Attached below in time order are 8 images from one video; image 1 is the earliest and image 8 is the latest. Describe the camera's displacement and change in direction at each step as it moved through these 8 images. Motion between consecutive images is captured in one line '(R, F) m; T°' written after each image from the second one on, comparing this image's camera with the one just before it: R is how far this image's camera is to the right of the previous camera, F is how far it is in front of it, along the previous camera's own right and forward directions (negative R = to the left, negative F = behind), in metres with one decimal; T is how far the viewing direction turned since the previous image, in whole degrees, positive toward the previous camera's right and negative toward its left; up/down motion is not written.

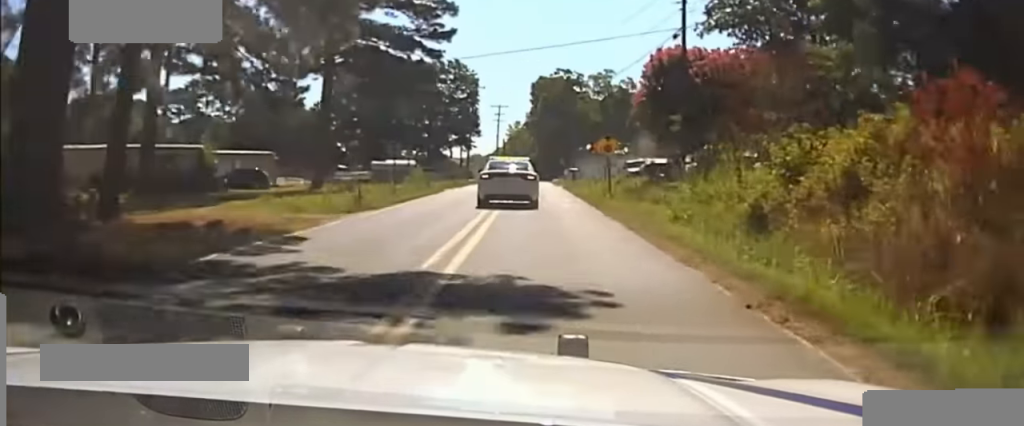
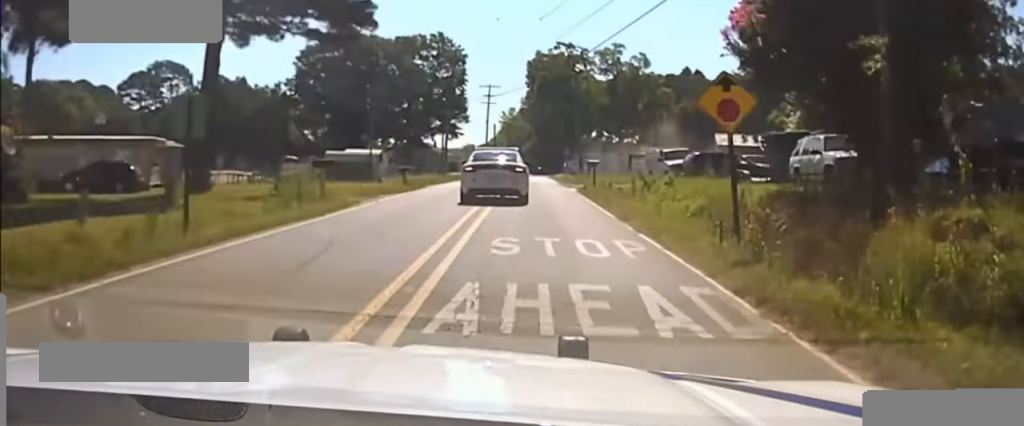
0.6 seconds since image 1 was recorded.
(0.0, +22.0) m; 0°
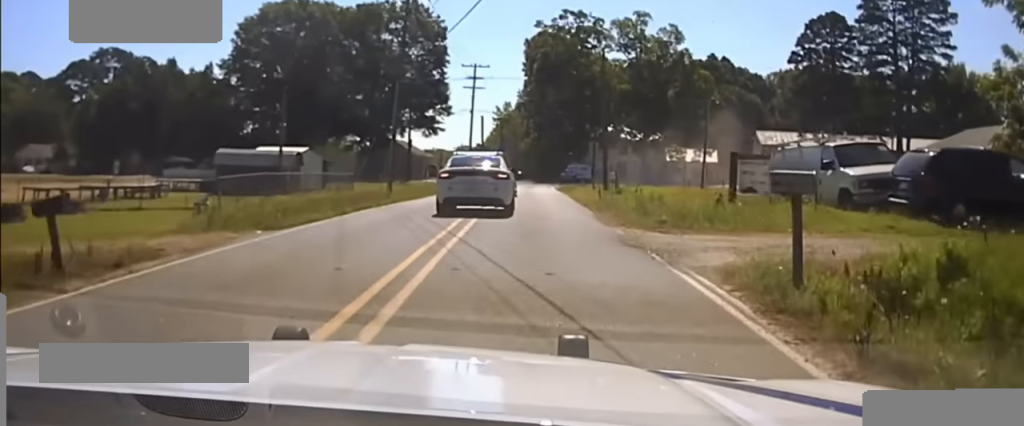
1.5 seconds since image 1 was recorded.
(0.0, +34.4) m; 0°
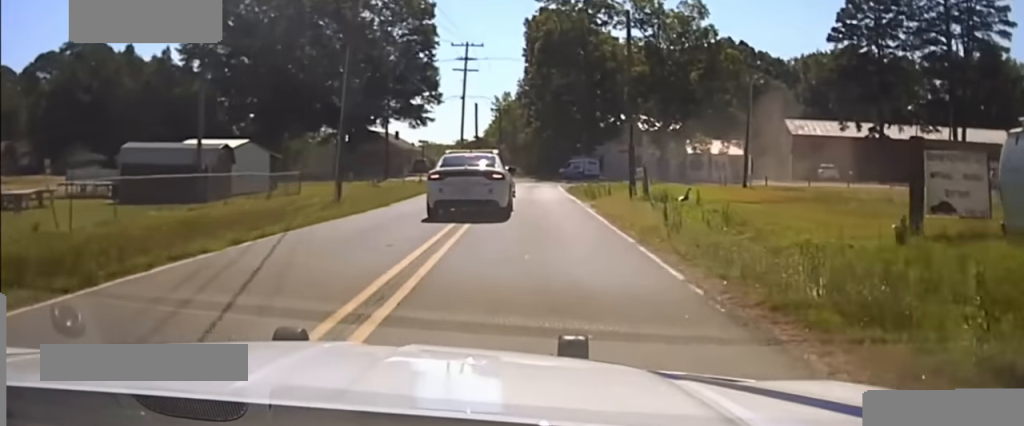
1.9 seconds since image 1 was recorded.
(0.0, +16.8) m; 0°
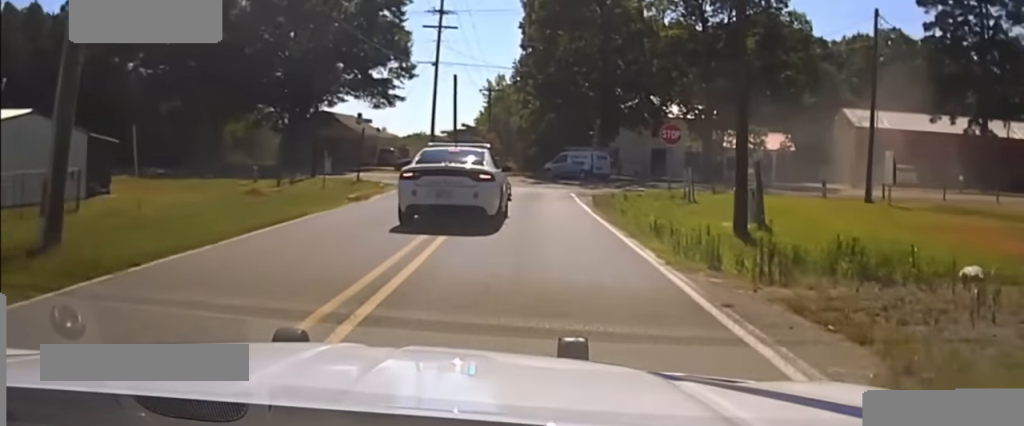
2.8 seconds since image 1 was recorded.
(0.0, +22.3) m; 0°
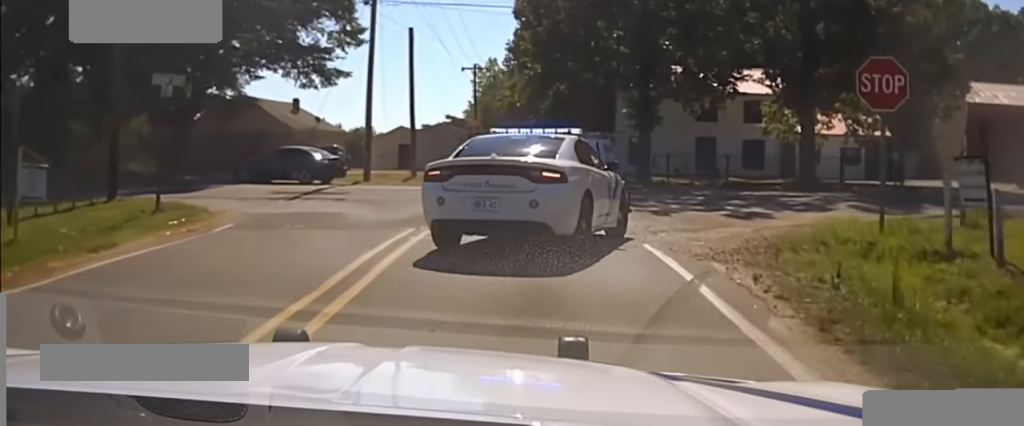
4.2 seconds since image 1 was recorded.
(0.0, +25.5) m; 0°
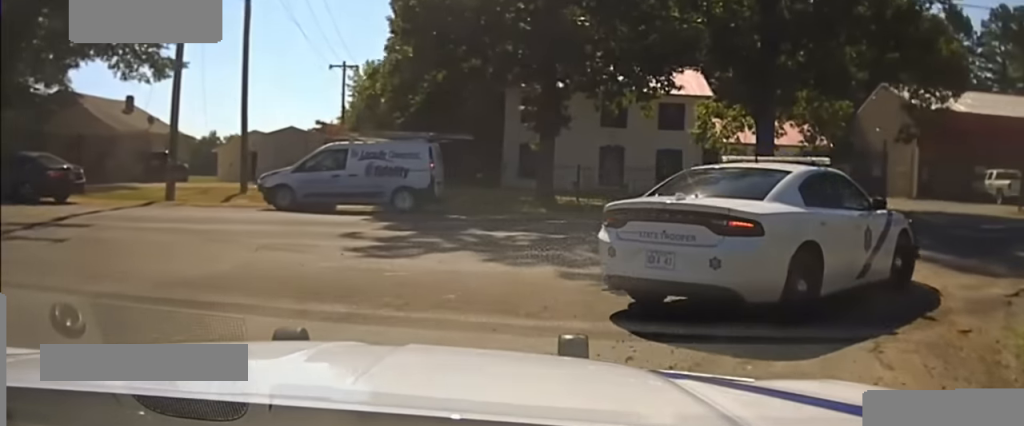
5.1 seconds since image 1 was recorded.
(-0.2, +12.2) m; +7°
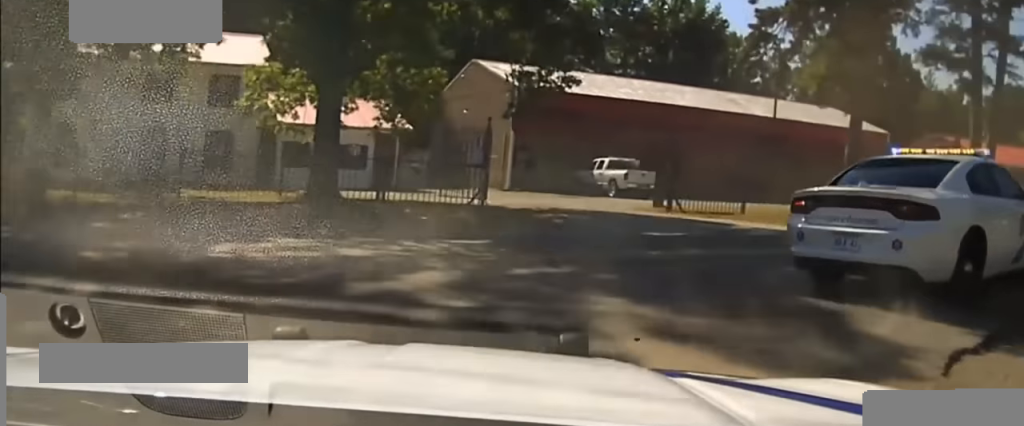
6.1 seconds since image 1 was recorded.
(+1.6, +7.7) m; +26°
